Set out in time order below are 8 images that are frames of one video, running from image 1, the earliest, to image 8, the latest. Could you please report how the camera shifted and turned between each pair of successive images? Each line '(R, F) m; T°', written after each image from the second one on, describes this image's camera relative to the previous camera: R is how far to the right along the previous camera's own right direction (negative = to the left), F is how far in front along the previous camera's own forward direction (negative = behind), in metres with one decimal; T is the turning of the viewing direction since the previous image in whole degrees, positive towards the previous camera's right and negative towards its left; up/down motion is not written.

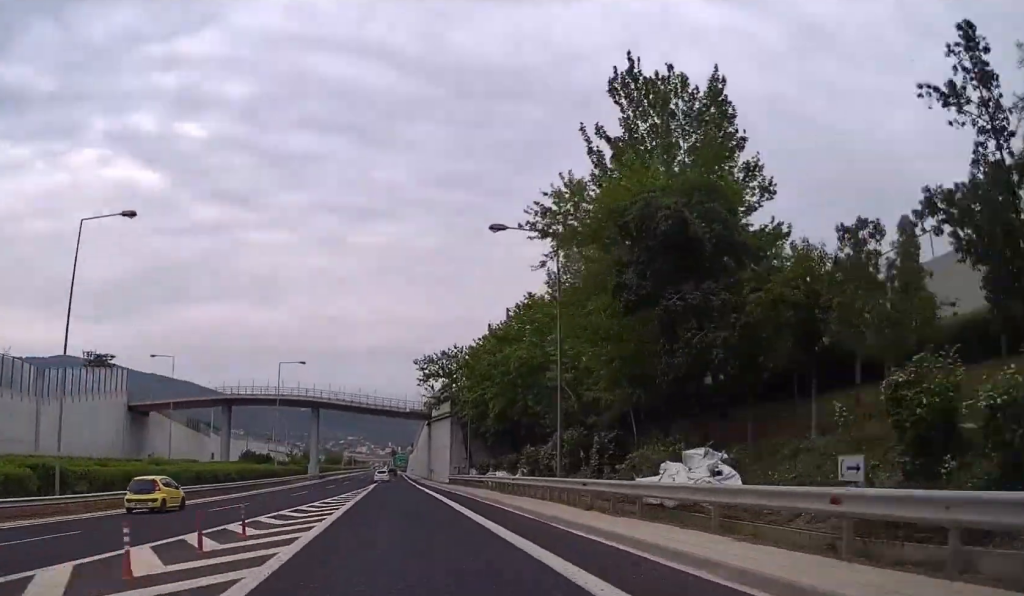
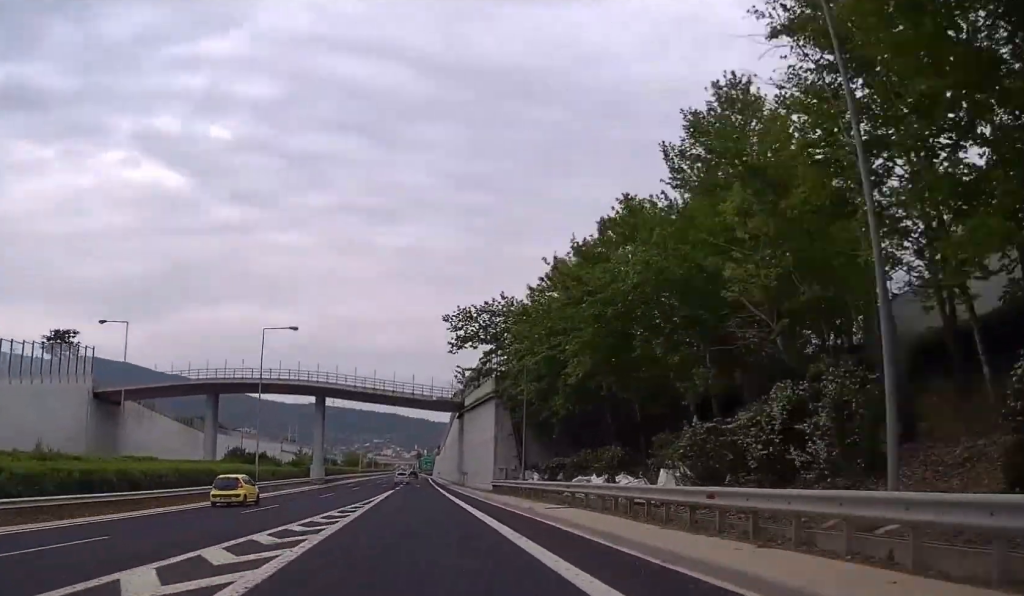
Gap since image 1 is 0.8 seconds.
(-0.3, +19.6) m; -2°
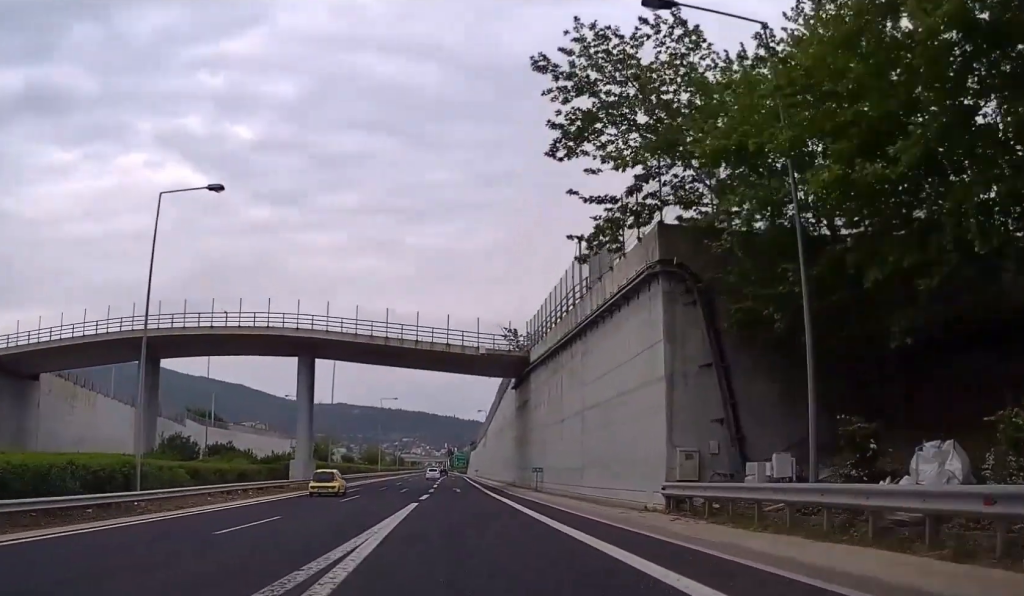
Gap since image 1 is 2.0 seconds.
(-0.7, +30.6) m; -2°
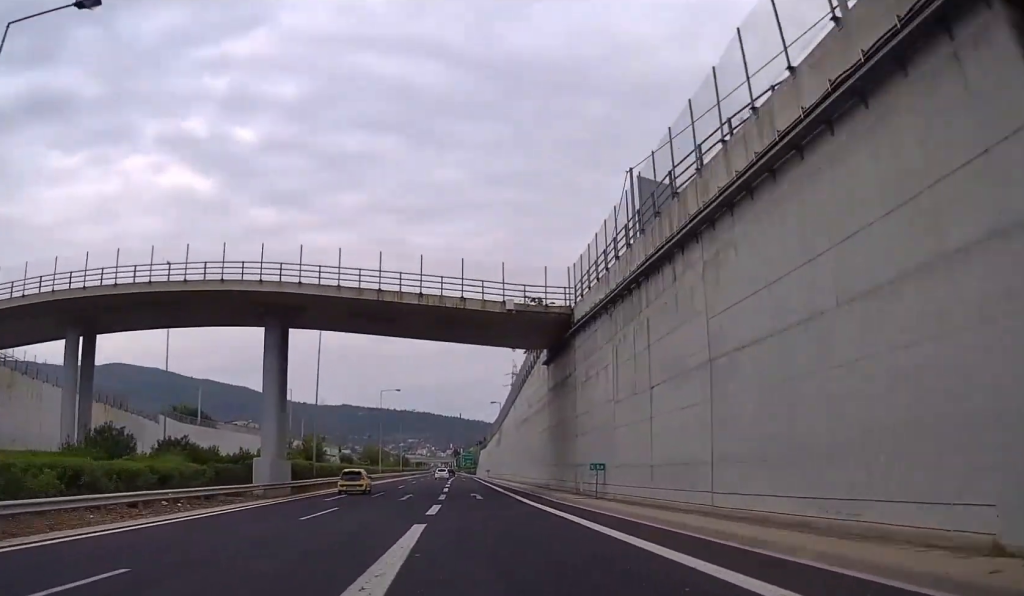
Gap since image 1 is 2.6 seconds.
(-0.1, +13.5) m; -1°
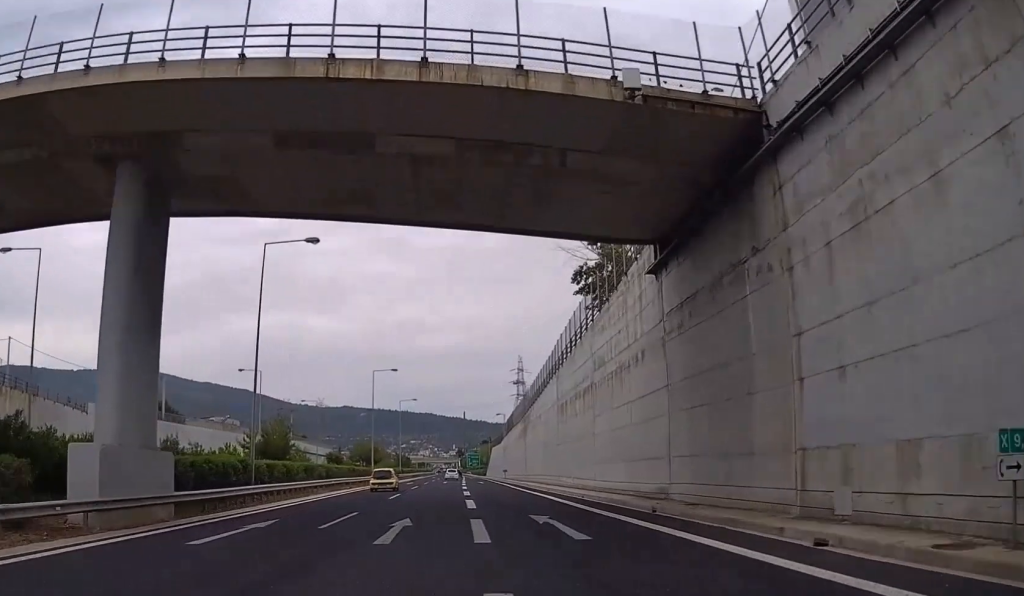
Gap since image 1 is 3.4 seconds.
(-0.1, +22.3) m; 0°
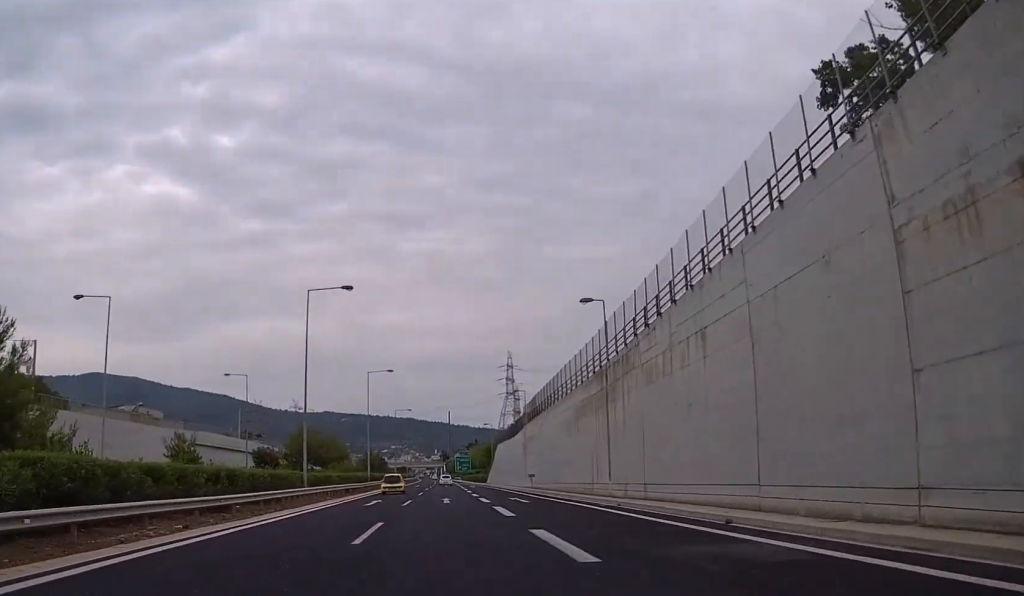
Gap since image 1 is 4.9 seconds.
(+0.7, +39.6) m; +1°
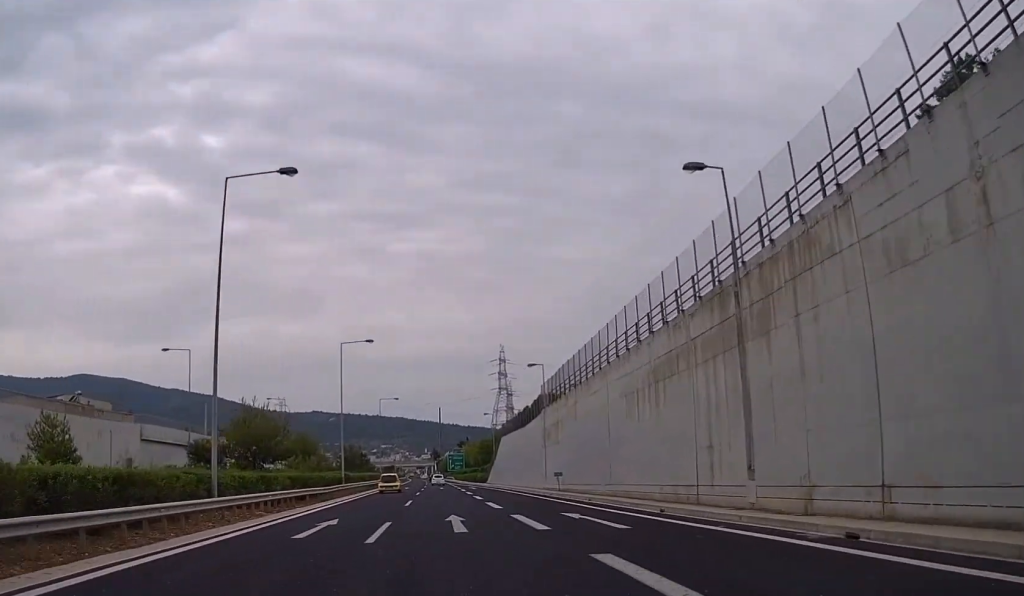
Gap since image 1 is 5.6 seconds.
(+0.1, +17.9) m; 0°
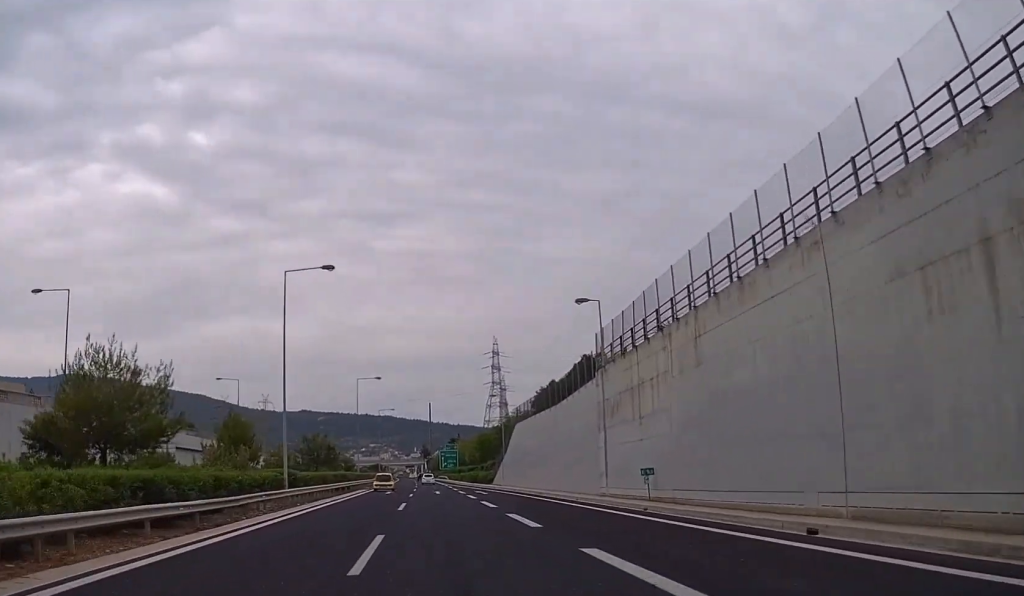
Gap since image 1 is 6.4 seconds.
(-0.2, +22.6) m; 0°
